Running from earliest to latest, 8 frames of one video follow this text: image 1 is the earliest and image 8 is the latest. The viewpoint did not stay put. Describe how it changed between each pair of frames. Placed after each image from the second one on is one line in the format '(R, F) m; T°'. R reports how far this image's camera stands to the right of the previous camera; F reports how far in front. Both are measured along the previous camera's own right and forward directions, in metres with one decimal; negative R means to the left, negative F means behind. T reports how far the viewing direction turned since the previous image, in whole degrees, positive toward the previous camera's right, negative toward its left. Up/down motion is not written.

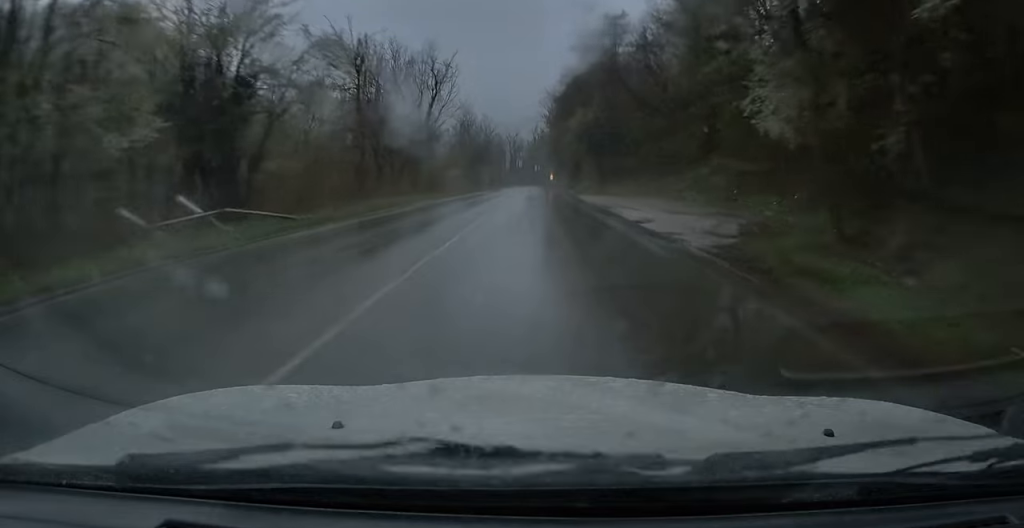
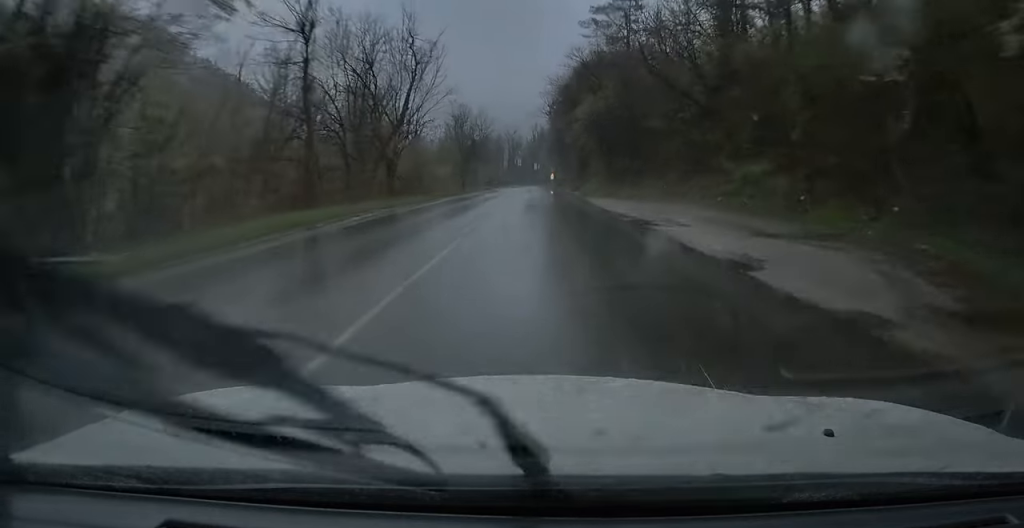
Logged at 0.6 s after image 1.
(0.0, +9.4) m; 0°
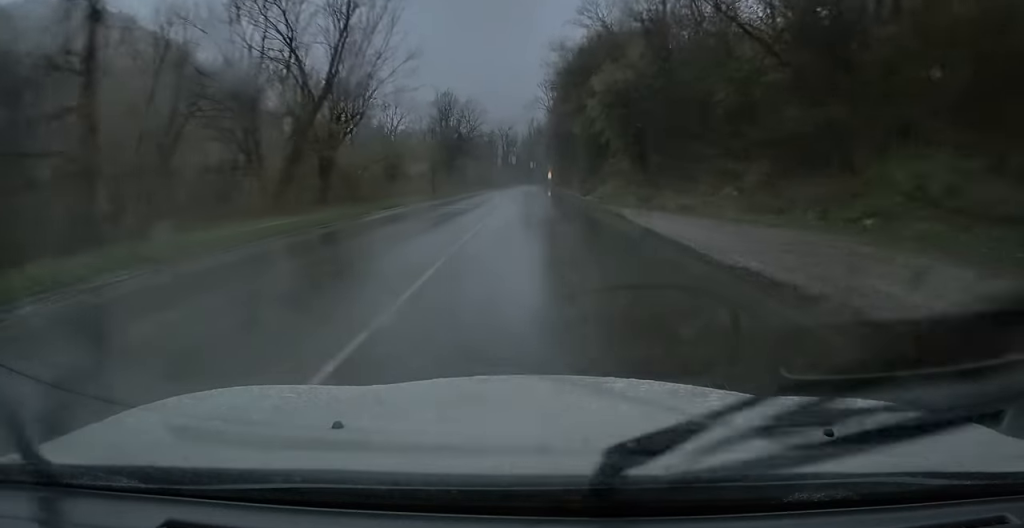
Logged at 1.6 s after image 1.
(0.0, +15.8) m; 0°
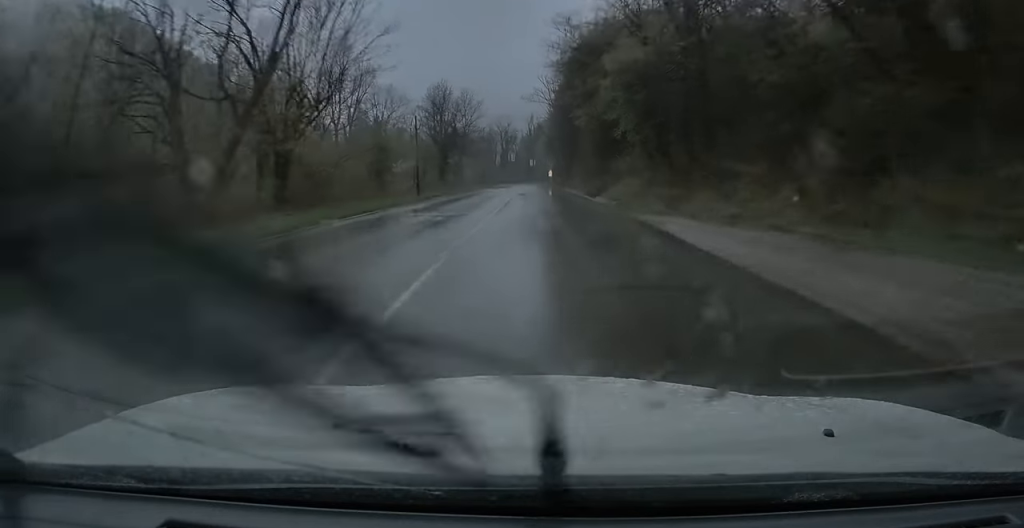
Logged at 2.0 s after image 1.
(0.0, +6.4) m; 0°
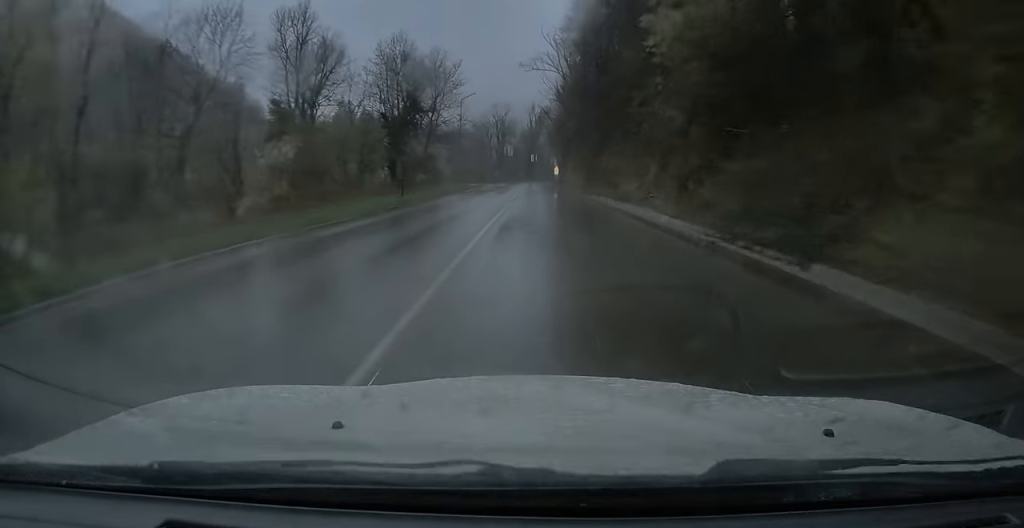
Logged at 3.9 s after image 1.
(0.0, +30.2) m; 0°
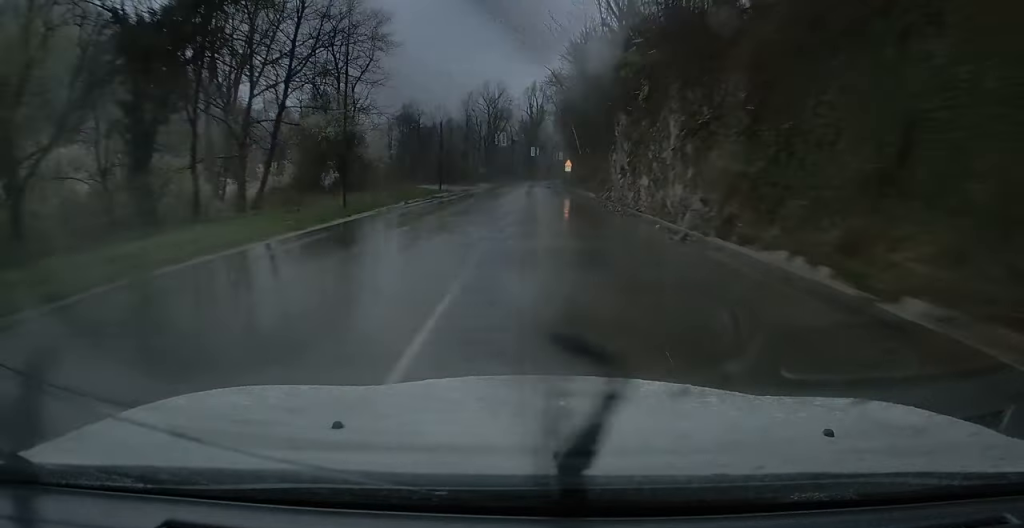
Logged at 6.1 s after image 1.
(+0.6, +36.6) m; +1°
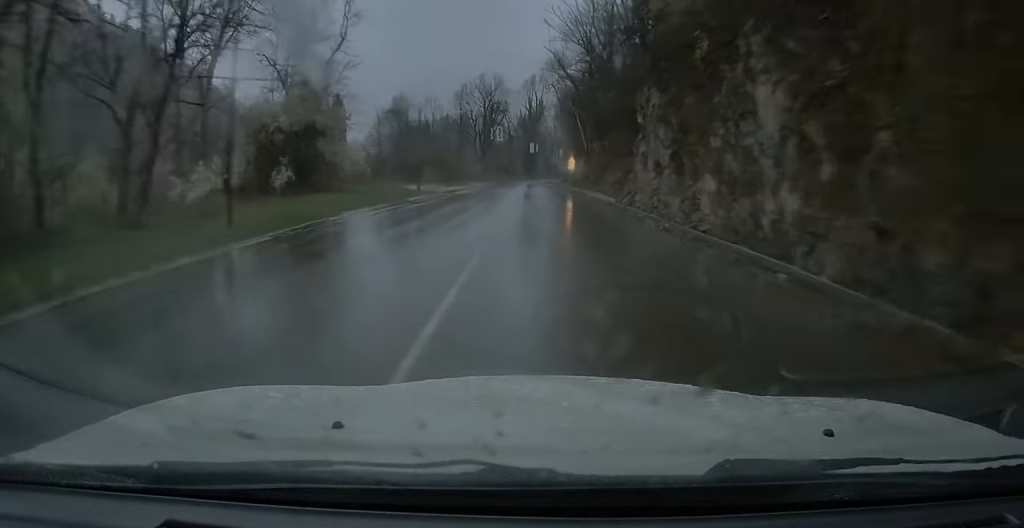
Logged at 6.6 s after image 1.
(0.0, +8.8) m; 0°
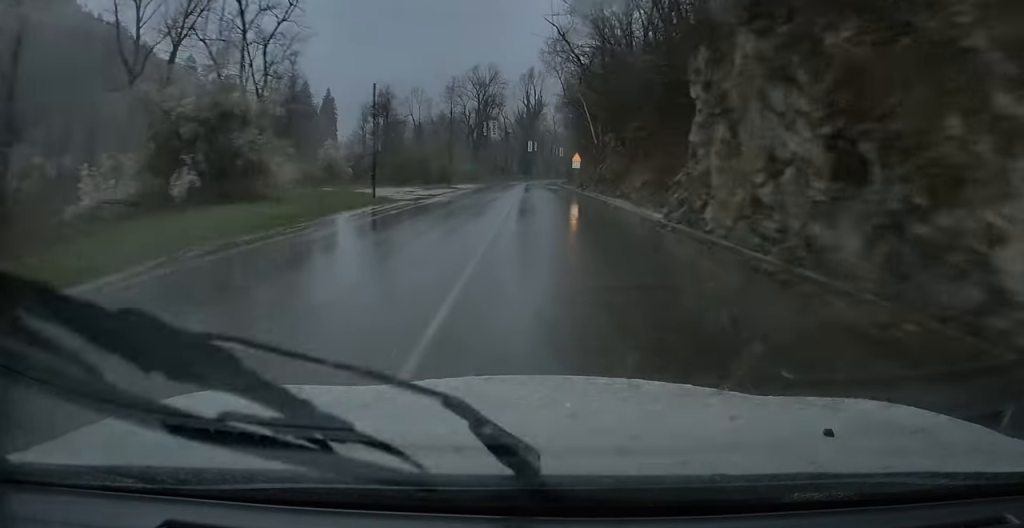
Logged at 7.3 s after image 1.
(0.0, +10.9) m; 0°
